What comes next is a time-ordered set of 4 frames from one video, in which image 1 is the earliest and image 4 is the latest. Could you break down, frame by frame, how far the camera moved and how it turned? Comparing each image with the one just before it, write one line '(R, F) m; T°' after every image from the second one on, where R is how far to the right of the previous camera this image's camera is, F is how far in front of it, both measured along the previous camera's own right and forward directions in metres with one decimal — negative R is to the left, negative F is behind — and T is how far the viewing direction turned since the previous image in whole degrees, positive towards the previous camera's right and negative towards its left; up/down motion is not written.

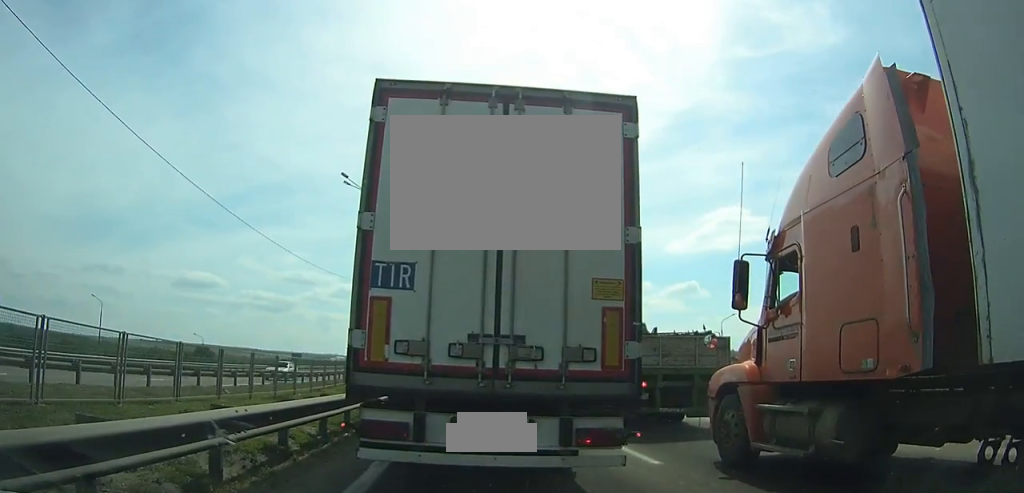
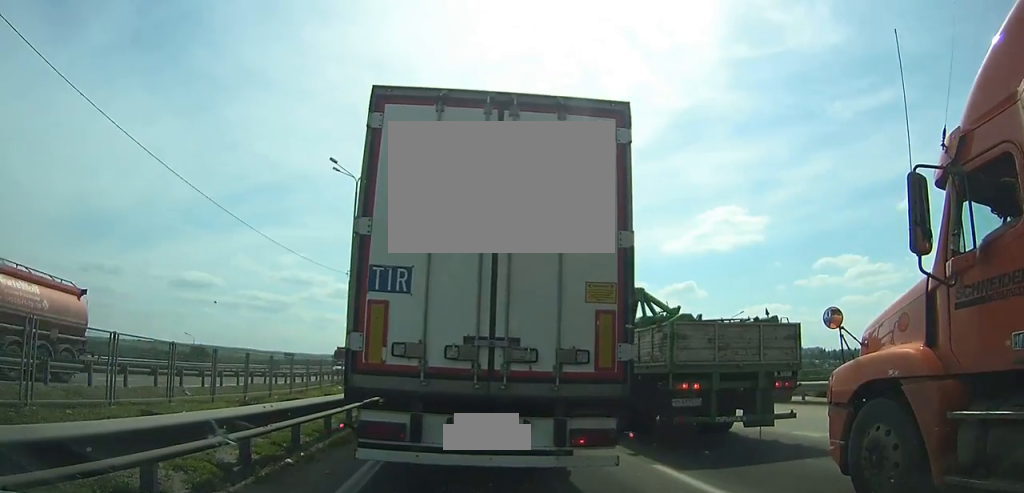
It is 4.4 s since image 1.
(+0.1, +3.3) m; +3°
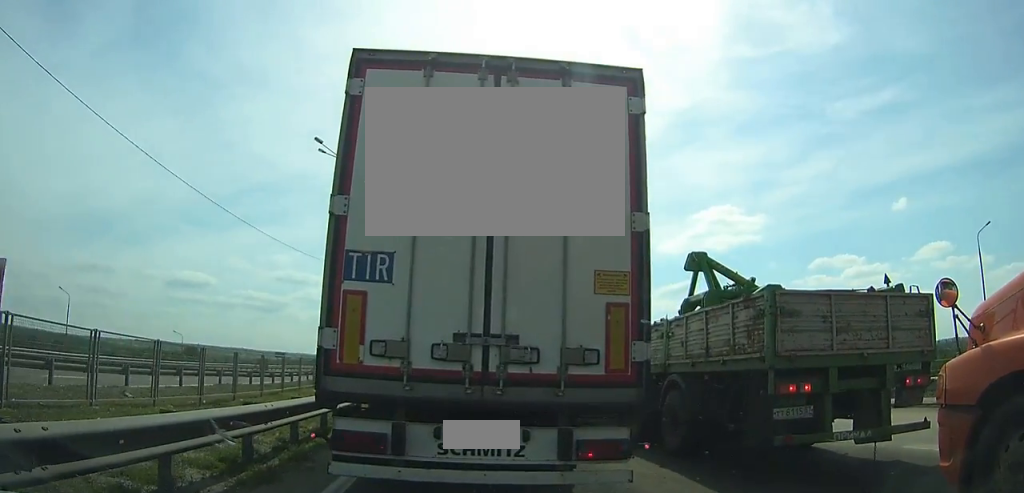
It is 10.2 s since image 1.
(-0.1, +3.0) m; 0°
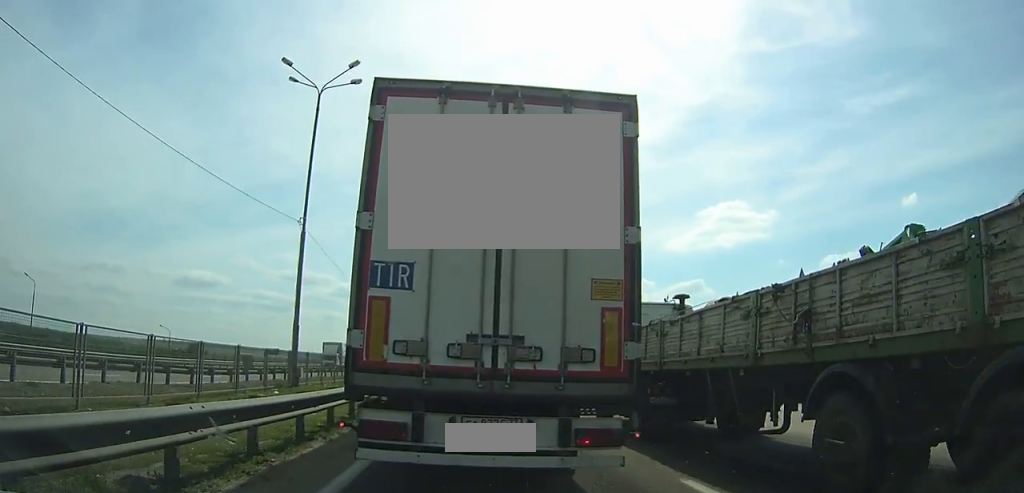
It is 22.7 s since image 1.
(-0.1, +10.4) m; -1°
